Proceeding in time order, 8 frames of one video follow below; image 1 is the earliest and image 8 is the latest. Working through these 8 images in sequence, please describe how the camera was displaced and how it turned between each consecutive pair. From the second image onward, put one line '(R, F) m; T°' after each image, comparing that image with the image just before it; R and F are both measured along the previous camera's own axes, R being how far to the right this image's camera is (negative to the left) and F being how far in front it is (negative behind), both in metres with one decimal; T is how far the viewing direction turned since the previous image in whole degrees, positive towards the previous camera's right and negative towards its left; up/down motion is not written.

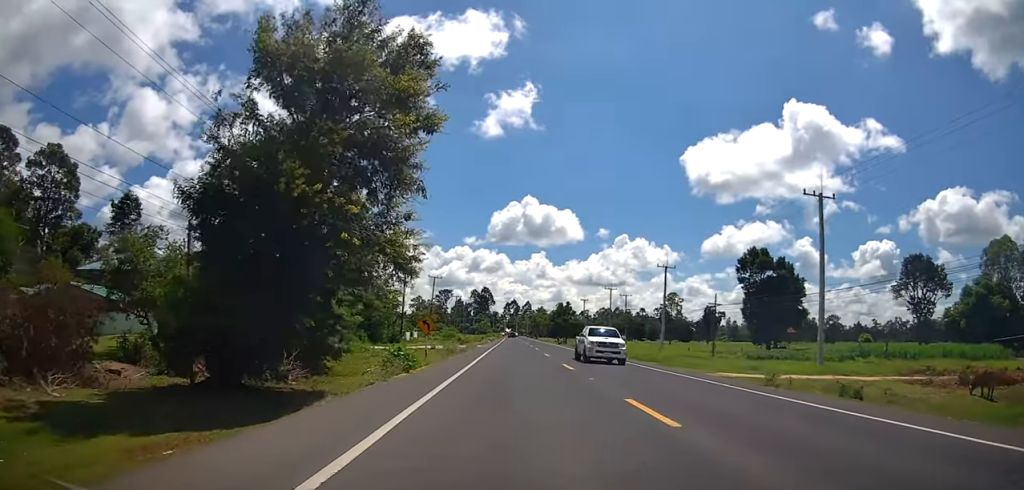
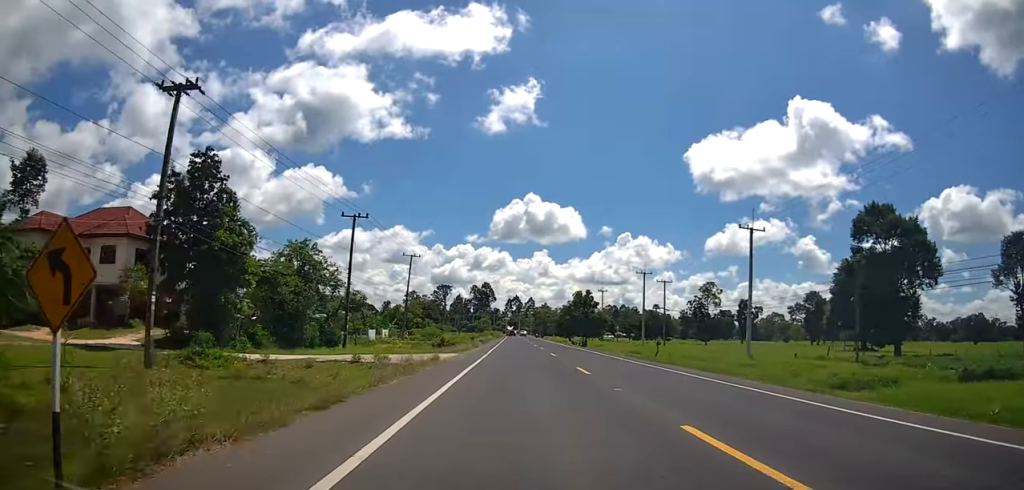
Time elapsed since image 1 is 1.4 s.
(+0.9, +27.5) m; +2°
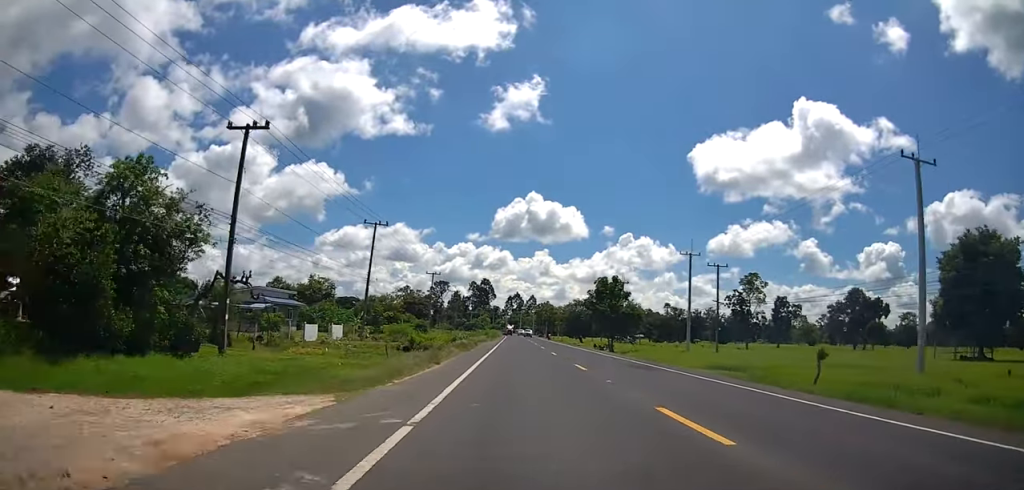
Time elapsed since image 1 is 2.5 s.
(-0.6, +22.6) m; 0°
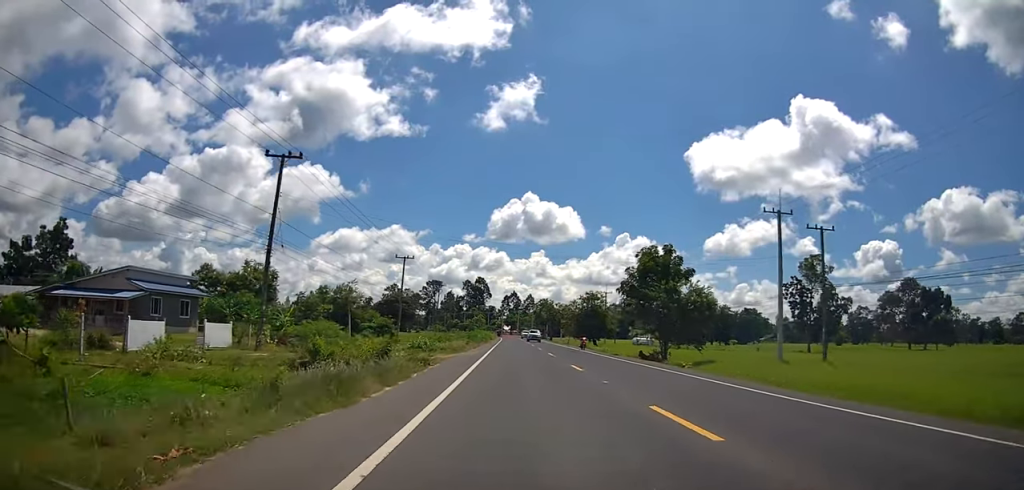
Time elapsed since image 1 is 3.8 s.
(+0.7, +24.0) m; 0°
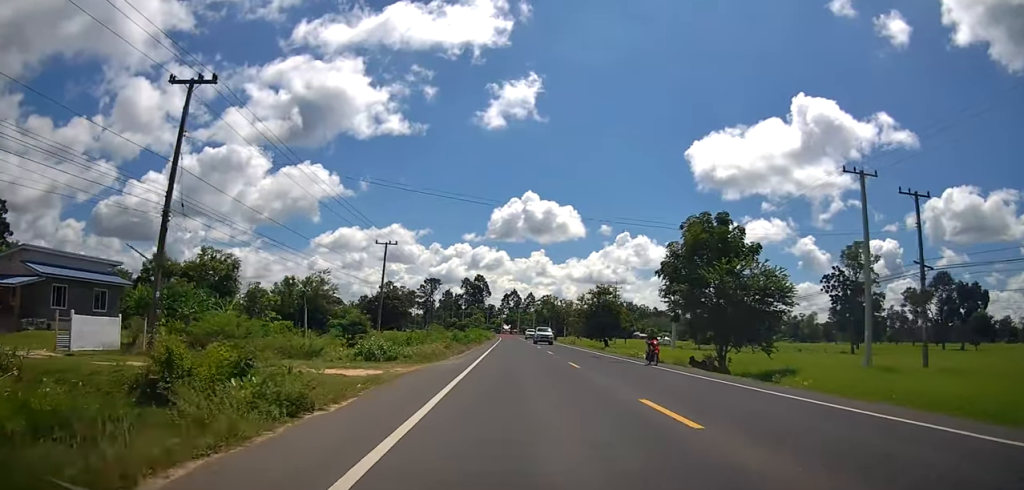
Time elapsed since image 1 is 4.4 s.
(-0.5, +11.5) m; 0°
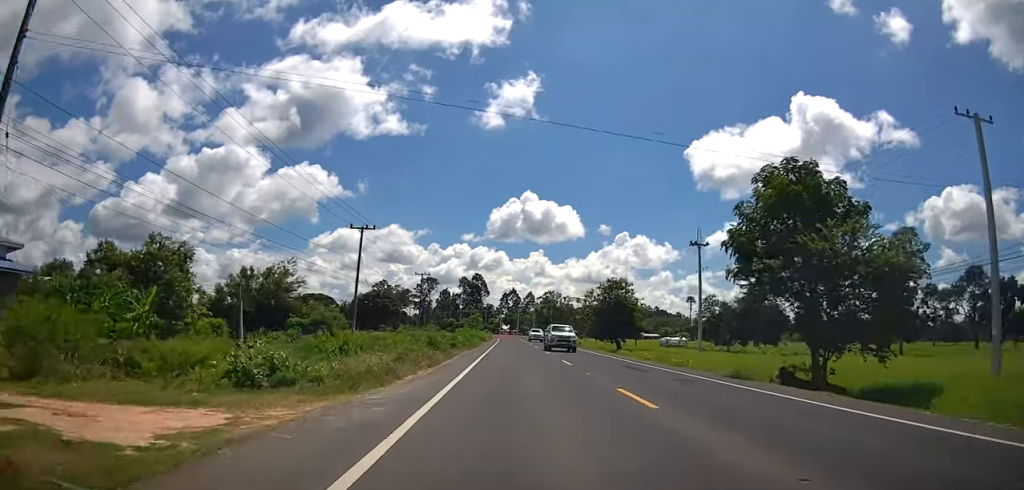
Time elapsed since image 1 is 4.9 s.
(0.0, +10.2) m; 0°
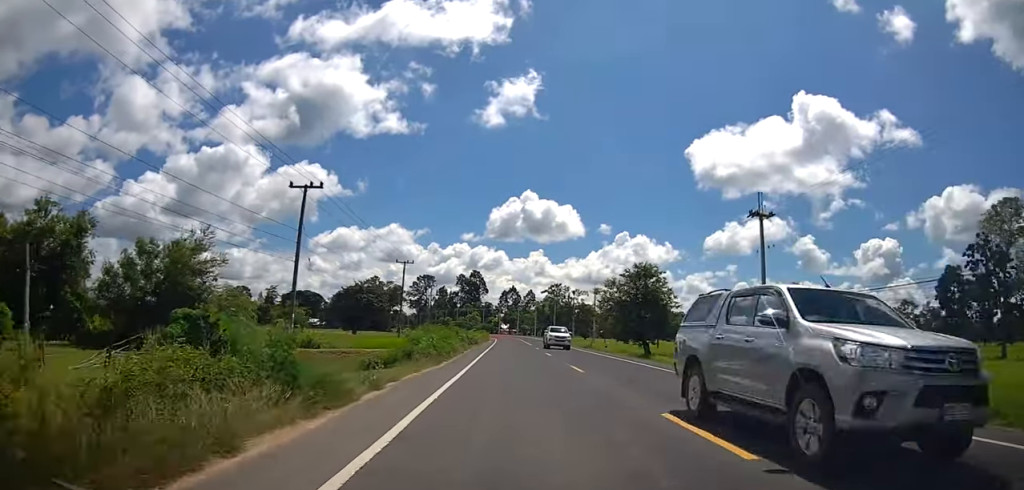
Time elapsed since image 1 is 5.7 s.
(+0.6, +15.9) m; 0°
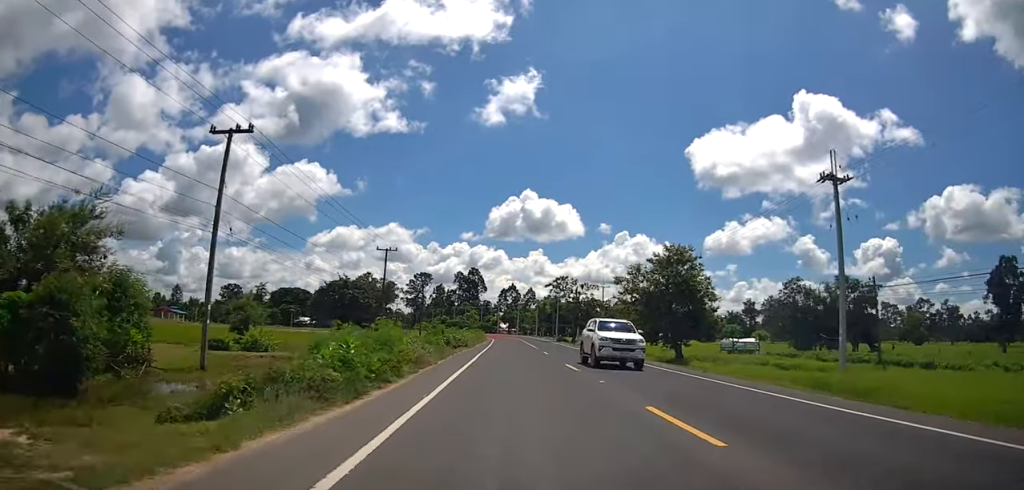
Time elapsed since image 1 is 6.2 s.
(-0.5, +11.6) m; -1°
